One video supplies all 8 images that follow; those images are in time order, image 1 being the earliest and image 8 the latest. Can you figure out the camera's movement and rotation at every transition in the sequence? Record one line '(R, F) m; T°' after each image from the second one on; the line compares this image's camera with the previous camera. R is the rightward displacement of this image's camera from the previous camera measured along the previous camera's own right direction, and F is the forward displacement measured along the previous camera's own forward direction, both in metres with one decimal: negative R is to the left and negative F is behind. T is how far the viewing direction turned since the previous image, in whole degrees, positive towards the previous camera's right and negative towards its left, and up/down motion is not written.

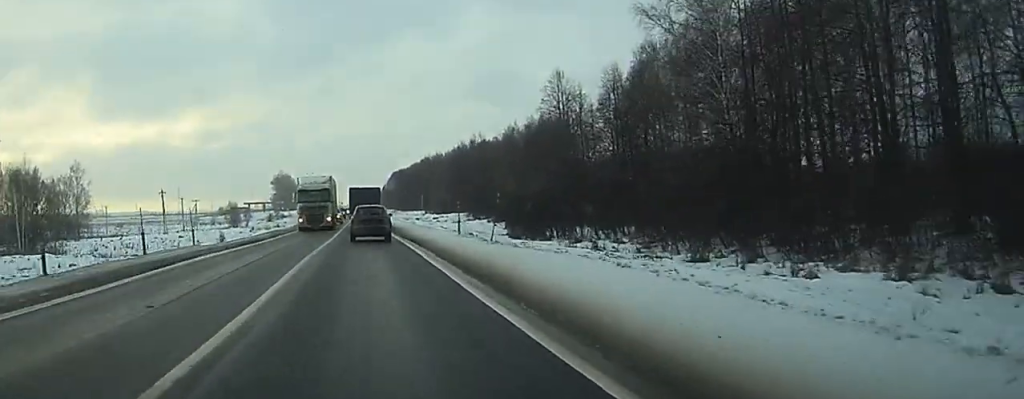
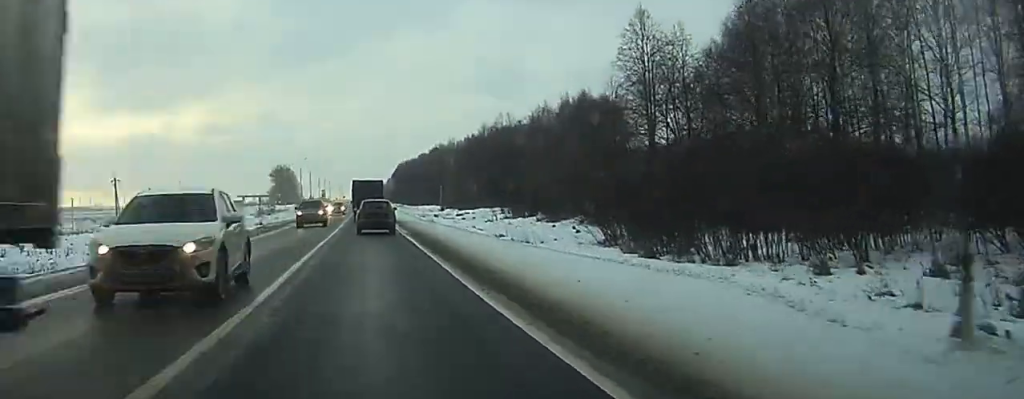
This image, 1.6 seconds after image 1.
(-0.2, +34.4) m; -1°
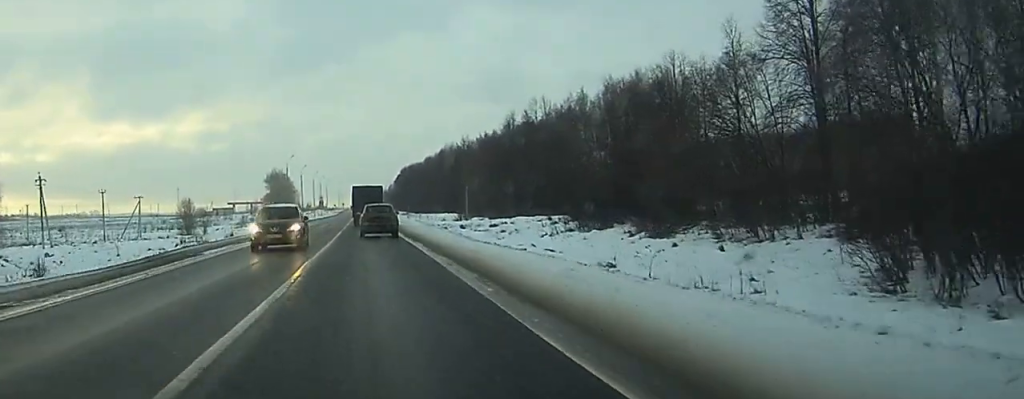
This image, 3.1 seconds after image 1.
(+0.1, +32.3) m; 0°
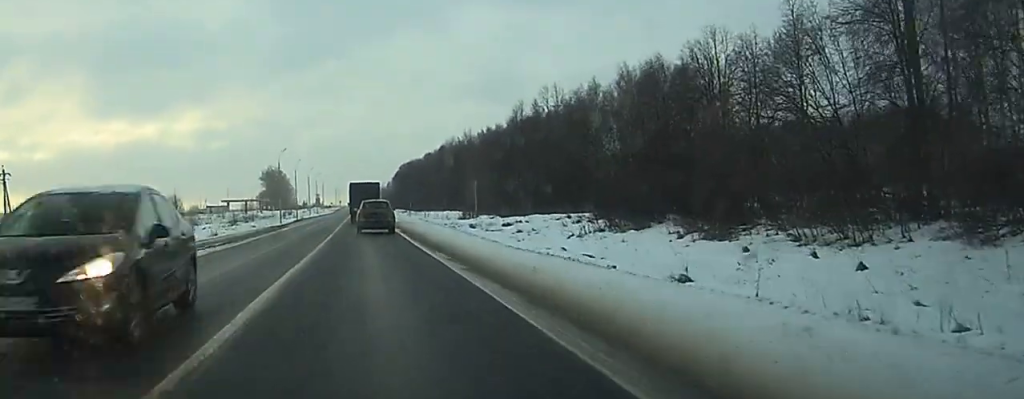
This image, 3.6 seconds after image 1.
(0.0, +10.1) m; 0°
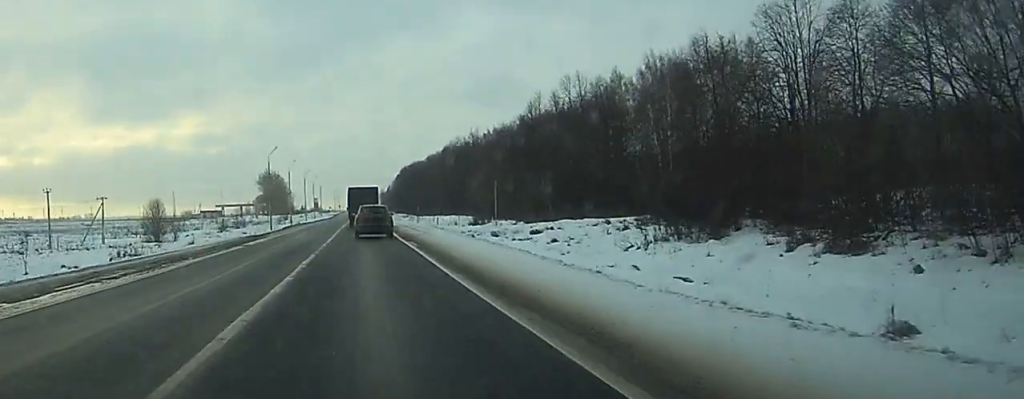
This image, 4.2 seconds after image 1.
(+0.1, +13.8) m; 0°
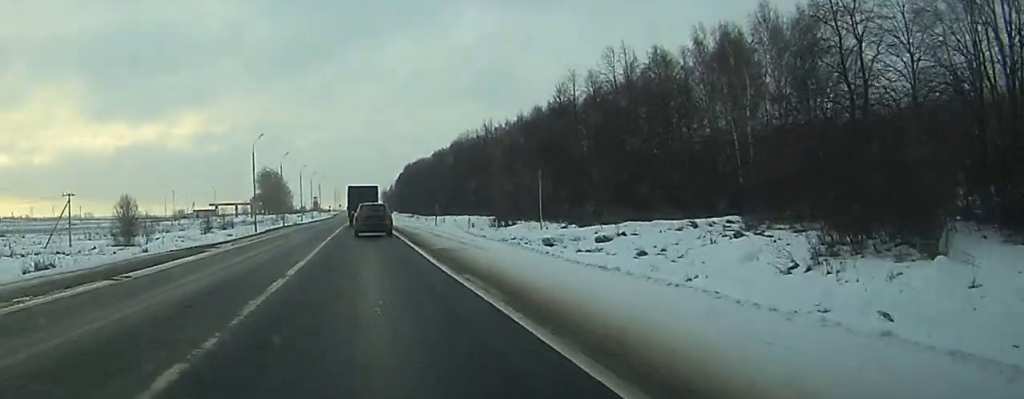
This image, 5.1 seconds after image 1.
(0.0, +18.8) m; 0°
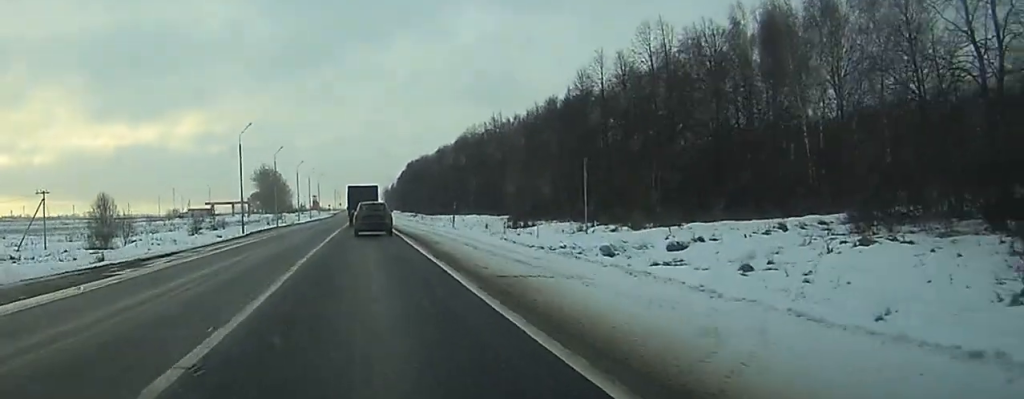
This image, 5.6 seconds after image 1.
(0.0, +11.6) m; 0°
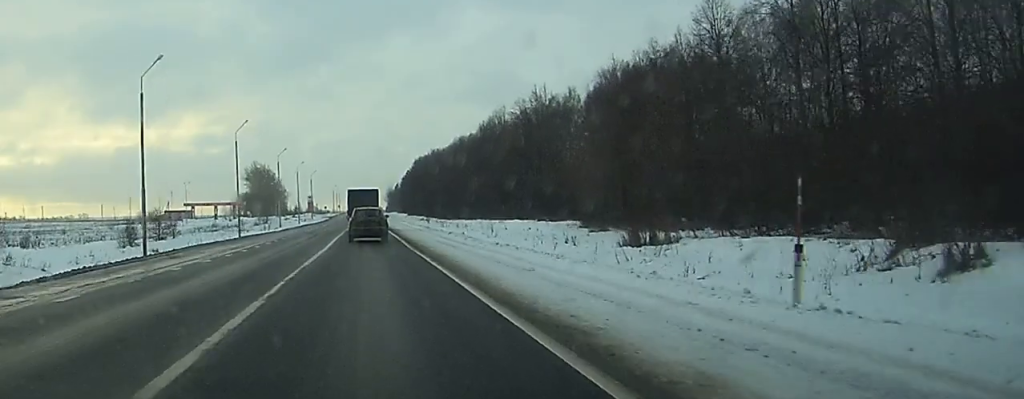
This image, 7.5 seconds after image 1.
(-0.1, +40.4) m; 0°
